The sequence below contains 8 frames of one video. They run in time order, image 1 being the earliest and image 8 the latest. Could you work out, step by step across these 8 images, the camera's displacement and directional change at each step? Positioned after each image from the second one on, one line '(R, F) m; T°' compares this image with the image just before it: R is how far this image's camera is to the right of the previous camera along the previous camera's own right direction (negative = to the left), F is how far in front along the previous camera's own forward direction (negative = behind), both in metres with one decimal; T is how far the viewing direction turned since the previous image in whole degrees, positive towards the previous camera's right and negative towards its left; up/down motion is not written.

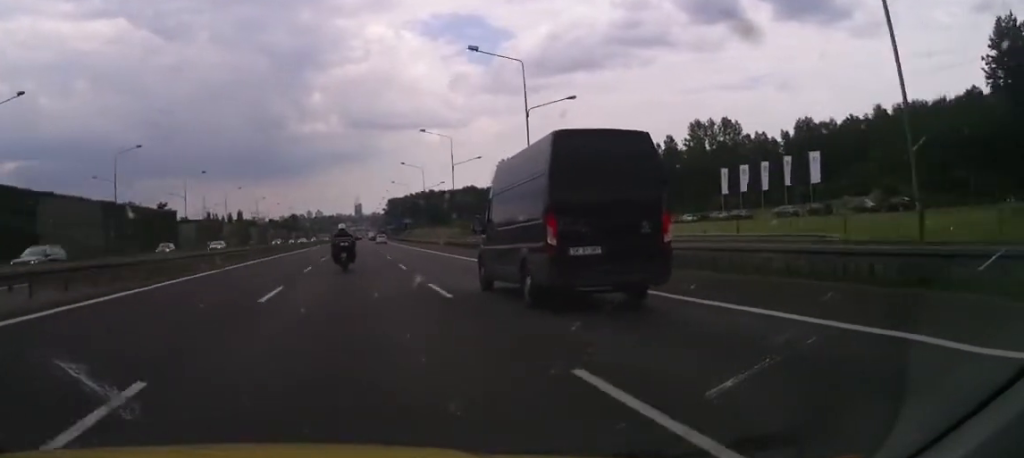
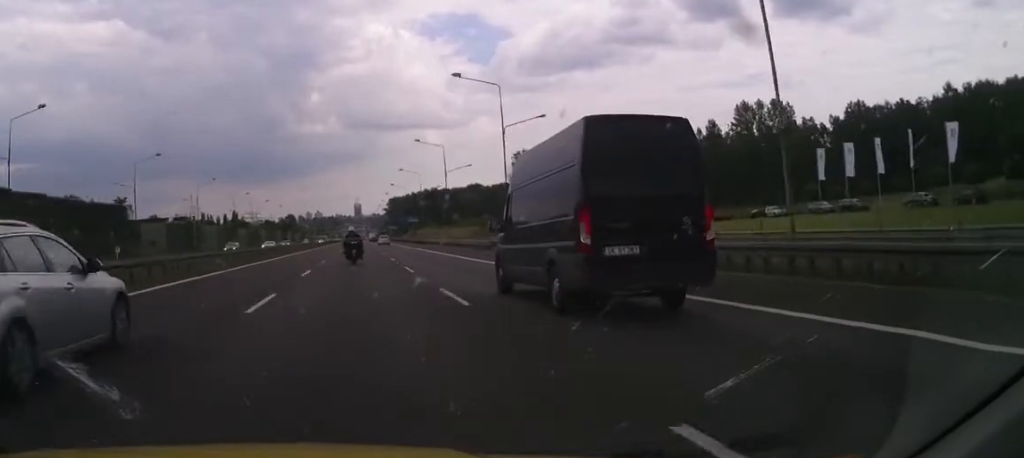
(-0.1, +25.6) m; 0°
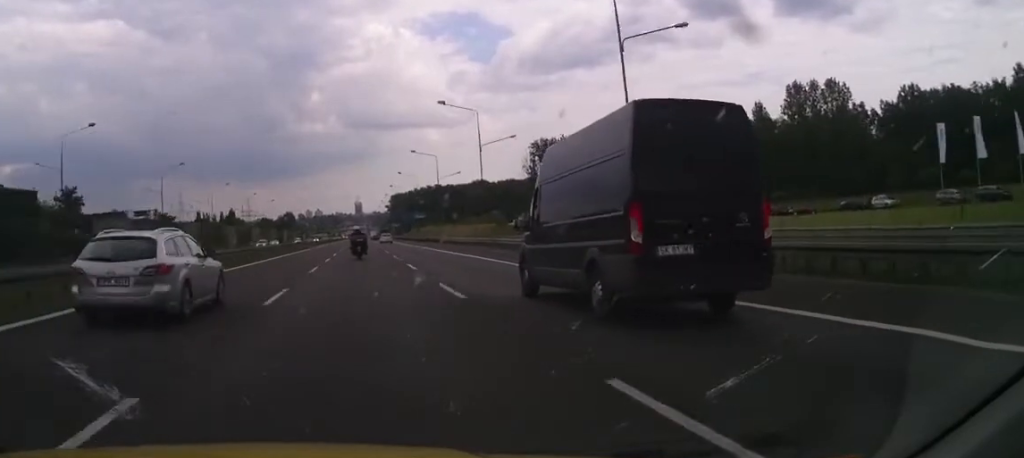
(+0.1, +22.2) m; +1°
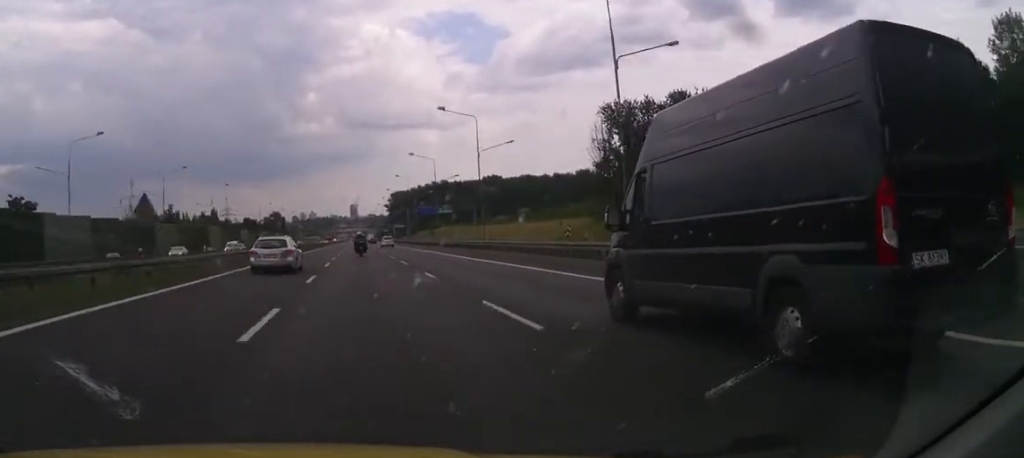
(+0.7, +64.3) m; 0°
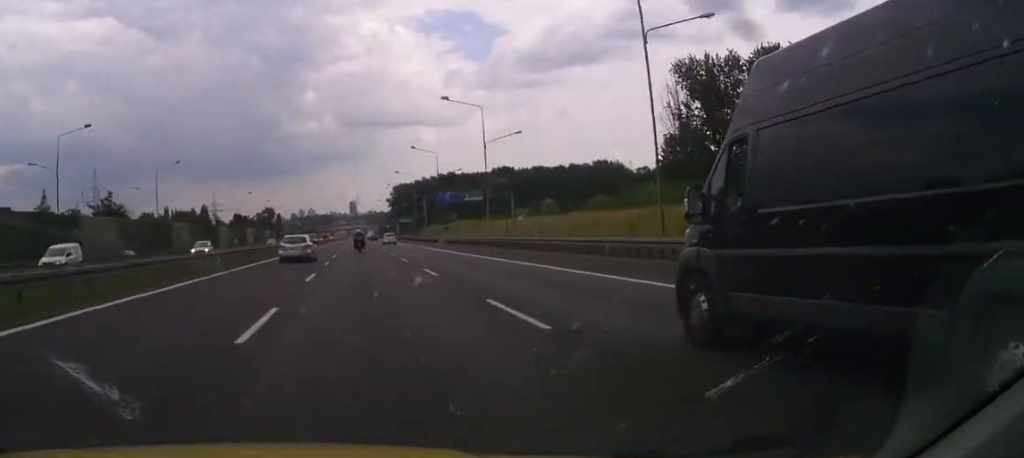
(-0.1, +35.9) m; 0°
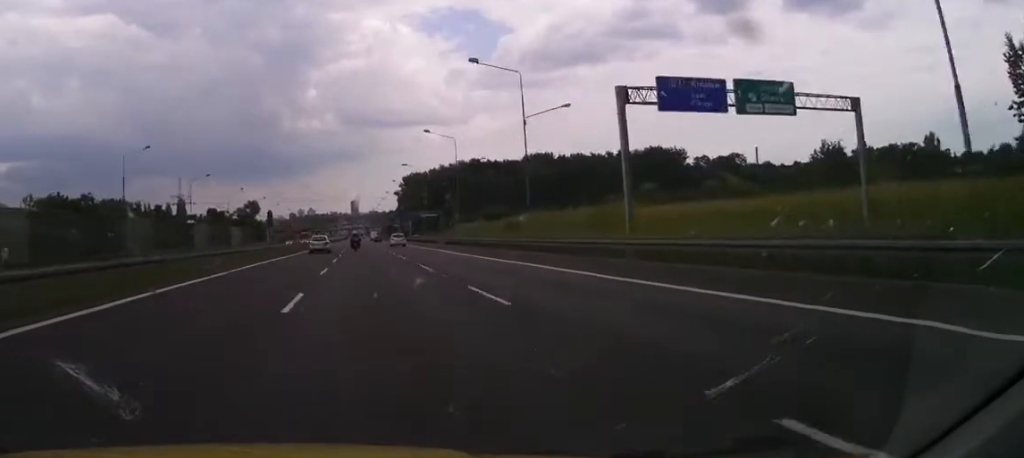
(-0.8, +79.5) m; -1°
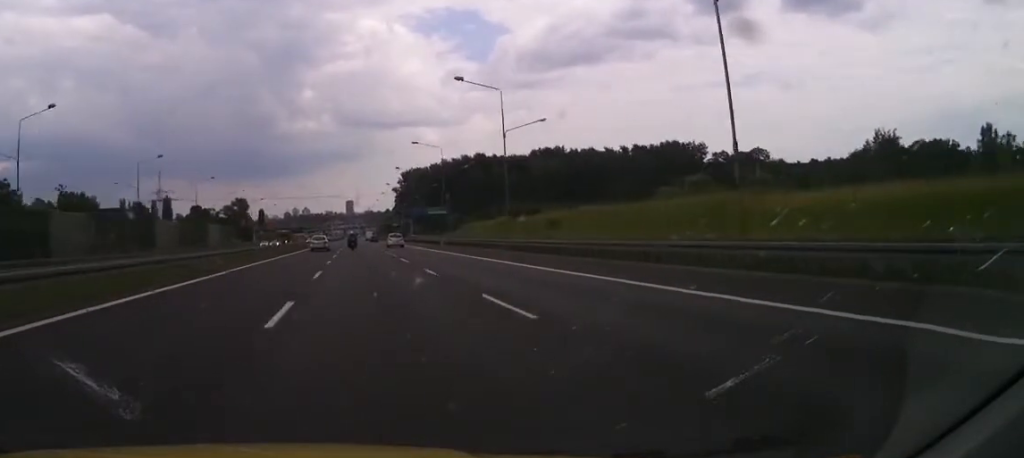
(+0.3, +25.6) m; 0°
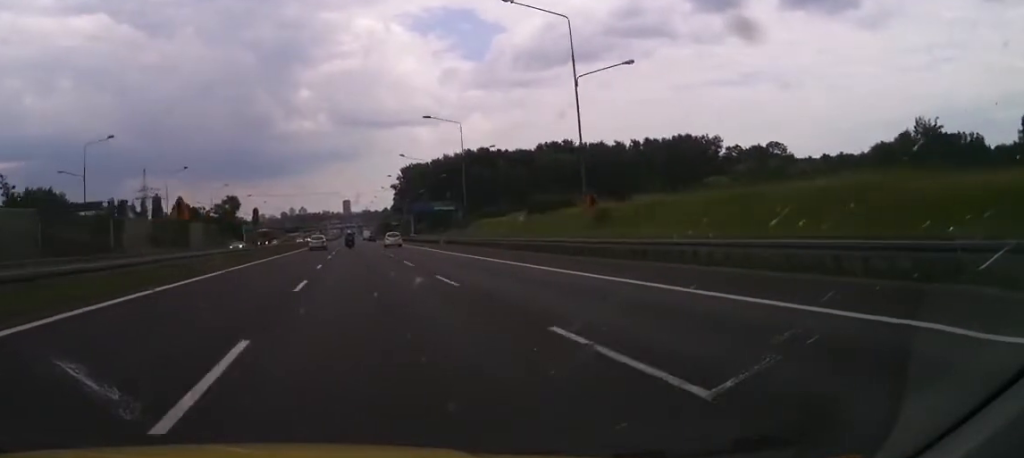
(+0.1, +17.1) m; 0°
